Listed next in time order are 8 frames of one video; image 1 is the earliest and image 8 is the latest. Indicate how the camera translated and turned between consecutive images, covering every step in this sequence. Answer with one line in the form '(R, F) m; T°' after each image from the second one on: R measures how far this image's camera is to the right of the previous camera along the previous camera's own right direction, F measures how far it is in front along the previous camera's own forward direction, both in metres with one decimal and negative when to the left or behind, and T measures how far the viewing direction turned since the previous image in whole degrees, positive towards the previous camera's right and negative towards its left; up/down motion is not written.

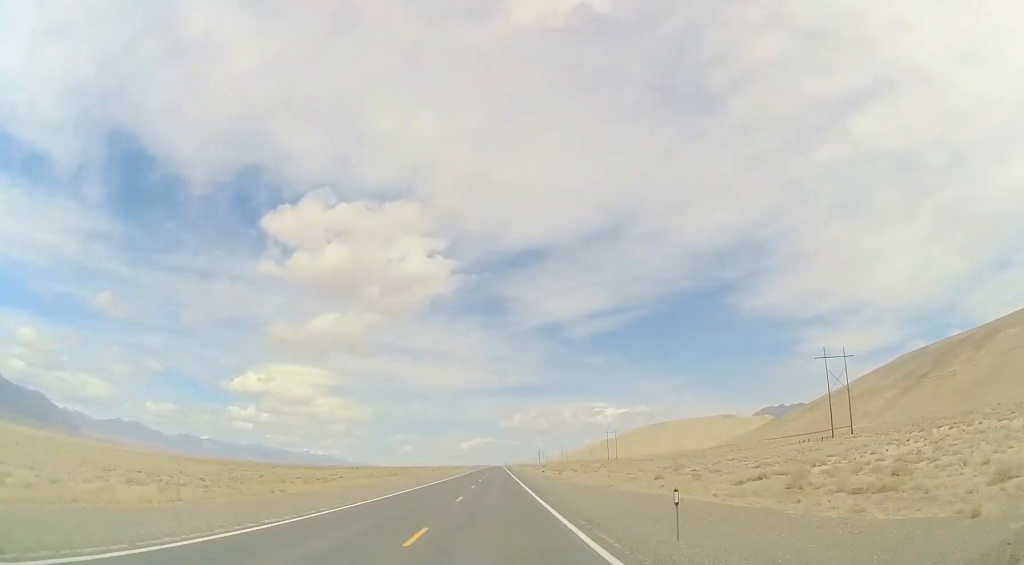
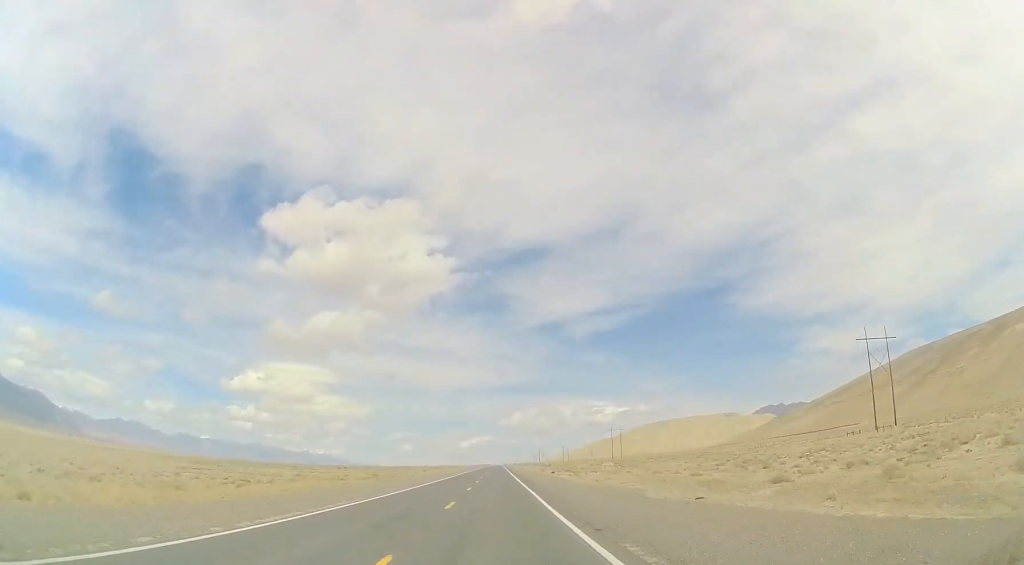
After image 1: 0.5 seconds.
(0.0, +18.3) m; 0°
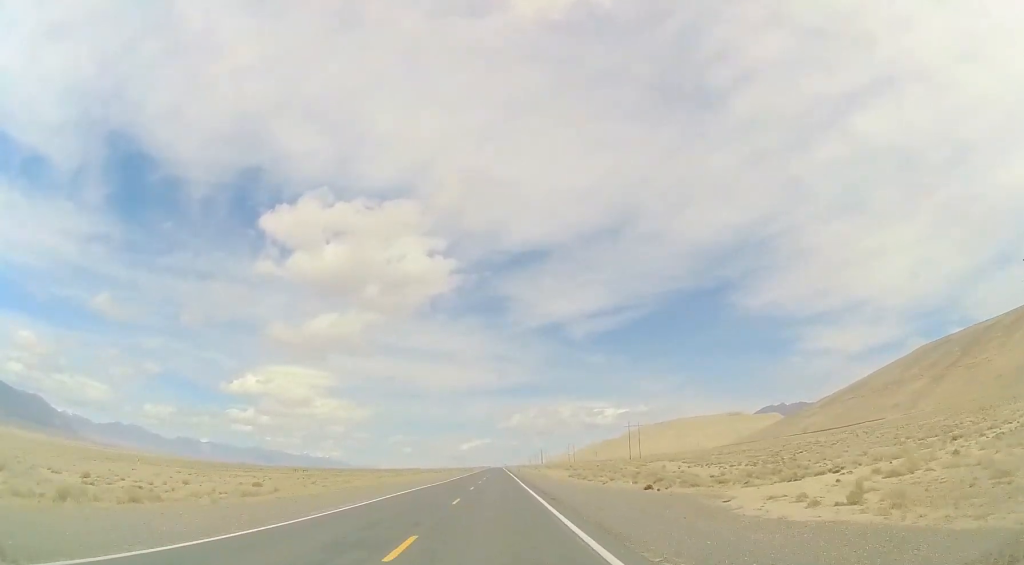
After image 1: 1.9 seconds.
(-0.5, +52.6) m; 0°
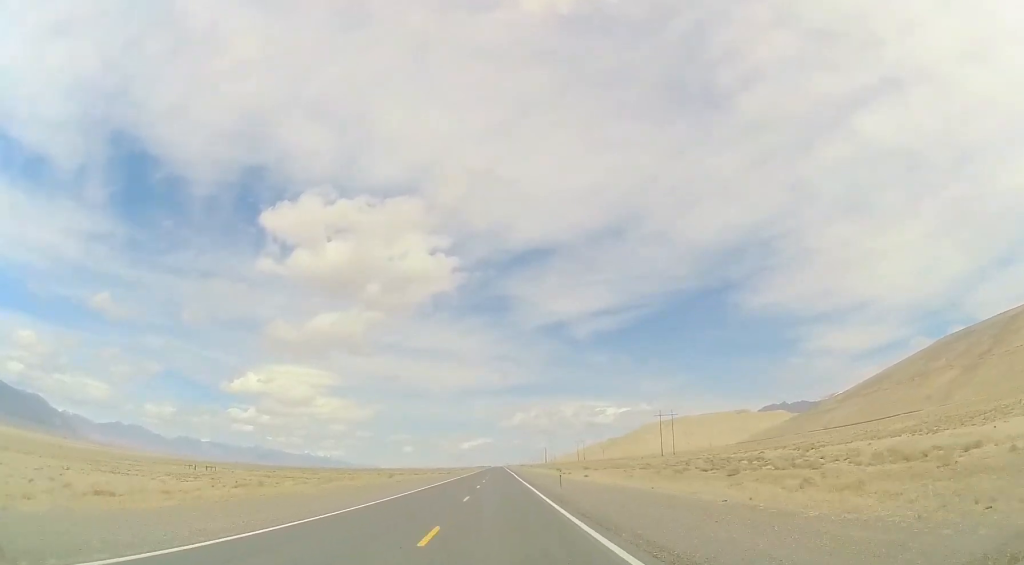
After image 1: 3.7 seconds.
(+0.4, +66.2) m; +1°
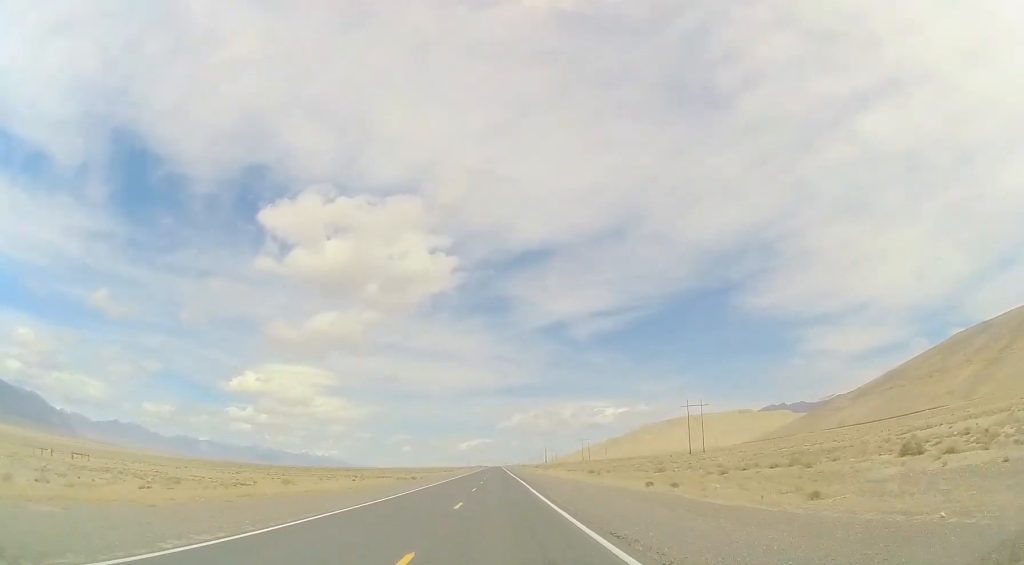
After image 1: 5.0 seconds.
(+0.6, +45.3) m; +1°
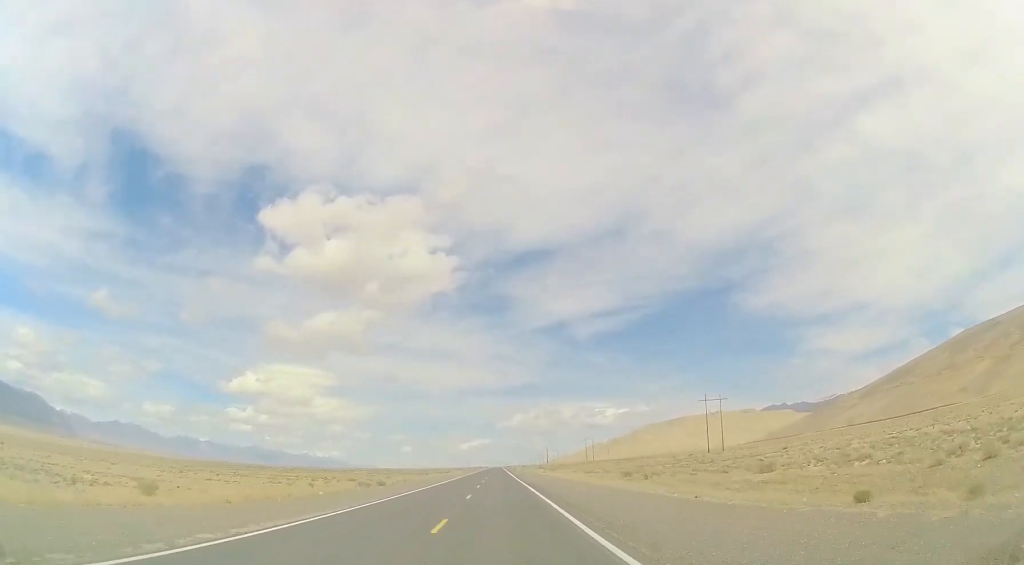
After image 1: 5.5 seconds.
(-0.1, +20.7) m; 0°
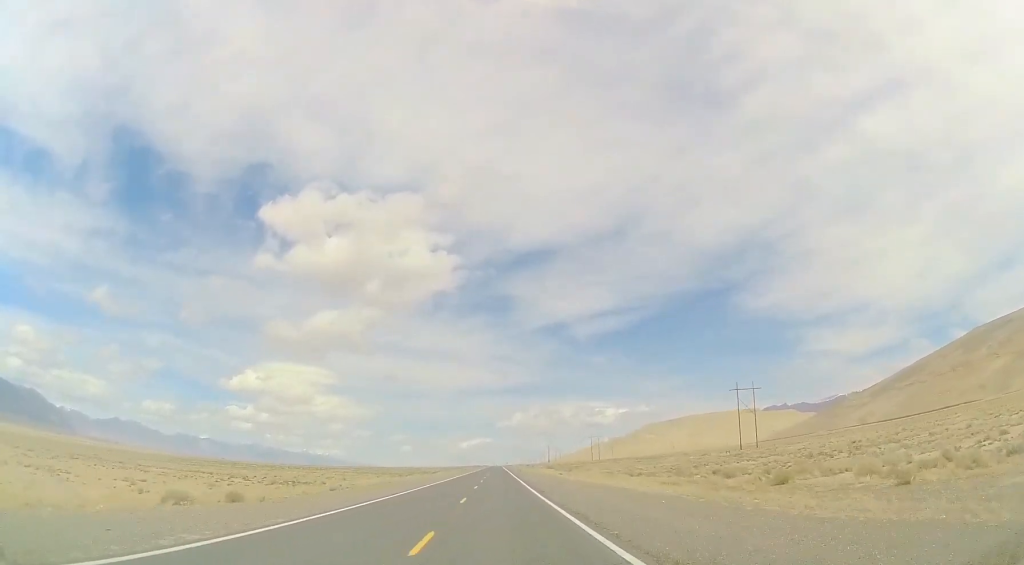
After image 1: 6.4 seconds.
(-0.1, +30.3) m; 0°
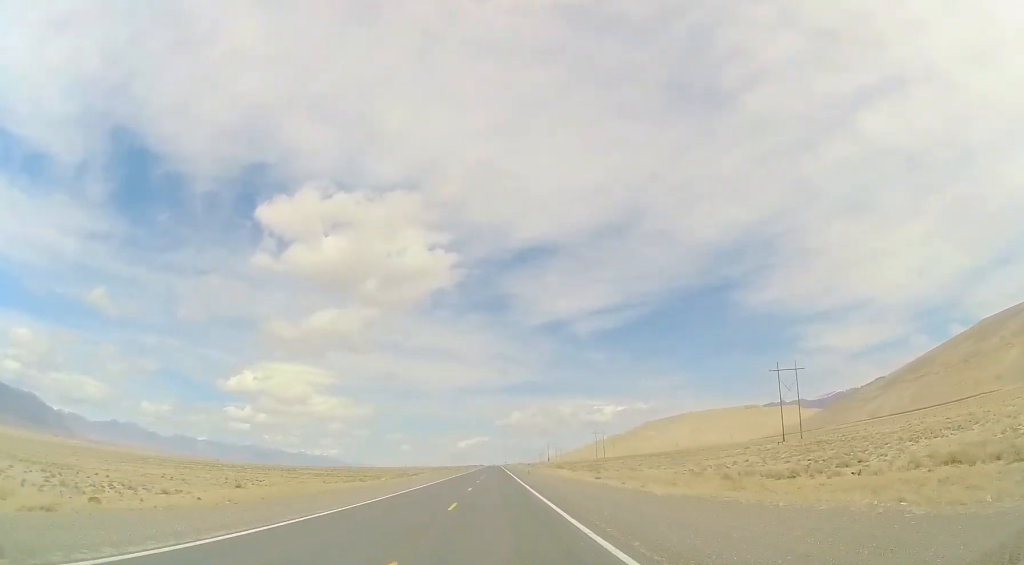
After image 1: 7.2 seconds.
(-0.1, +31.5) m; 0°
